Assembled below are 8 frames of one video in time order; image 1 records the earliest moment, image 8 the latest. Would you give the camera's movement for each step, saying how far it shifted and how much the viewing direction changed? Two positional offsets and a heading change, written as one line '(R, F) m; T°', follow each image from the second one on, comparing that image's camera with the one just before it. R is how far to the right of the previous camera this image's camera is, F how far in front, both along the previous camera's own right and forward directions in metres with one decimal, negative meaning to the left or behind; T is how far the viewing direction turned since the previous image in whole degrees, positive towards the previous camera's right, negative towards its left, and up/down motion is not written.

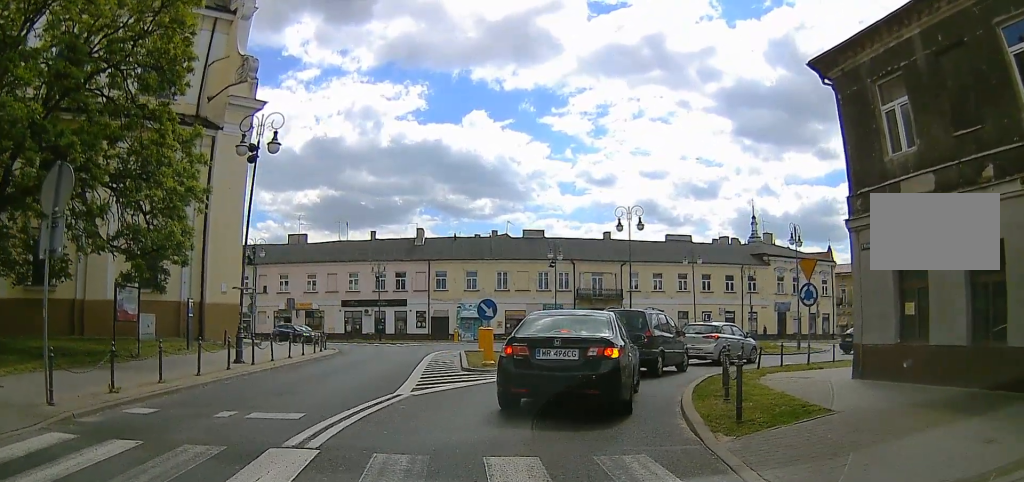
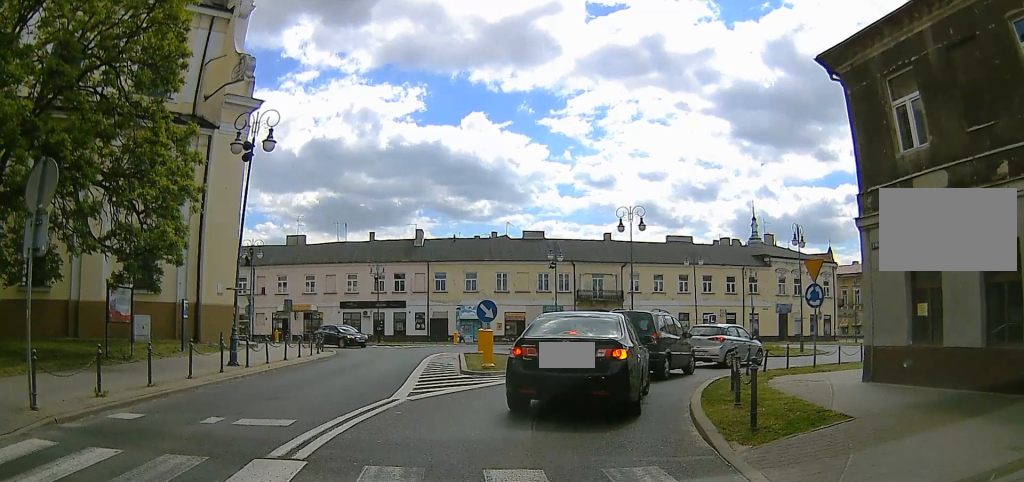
(+0.4, +0.6) m; 0°
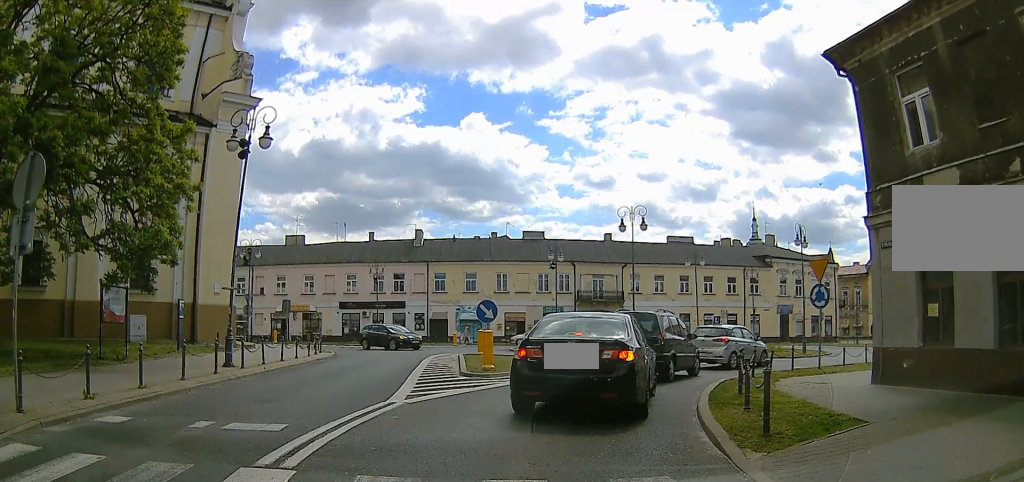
(+0.2, +0.4) m; 0°
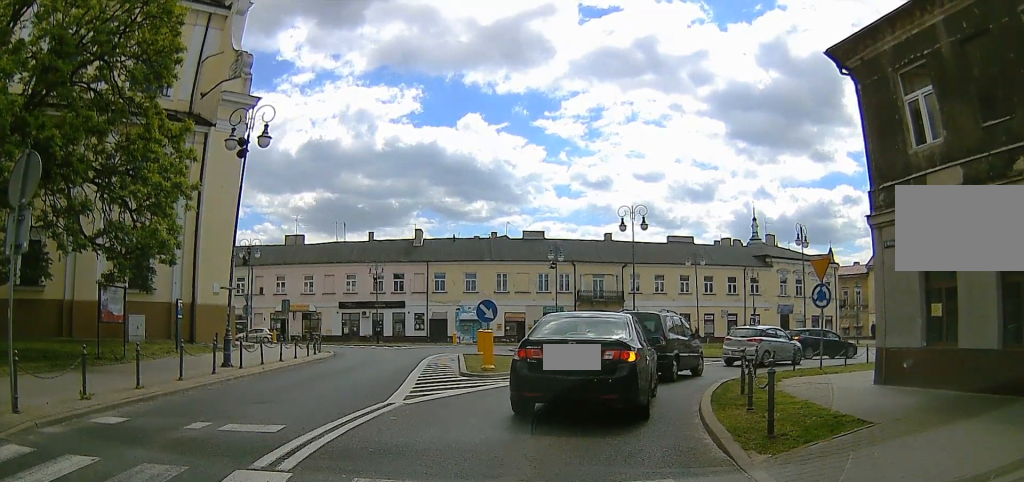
(+0.3, +0.4) m; 0°
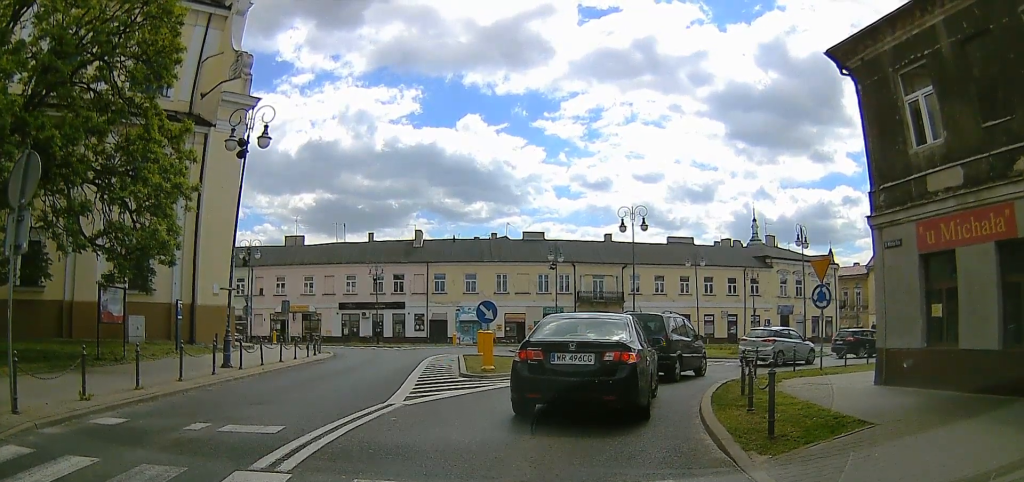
(+0.1, +0.1) m; 0°
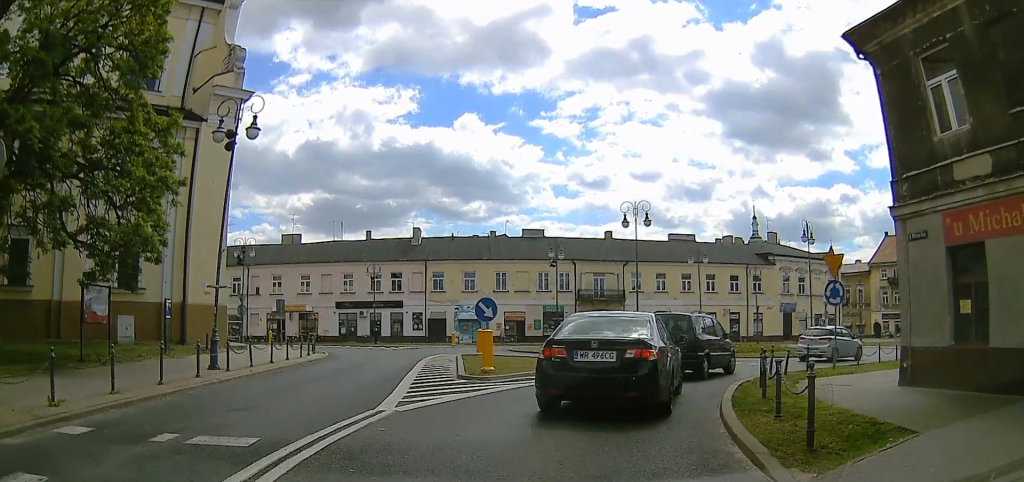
(+0.4, +0.6) m; 0°
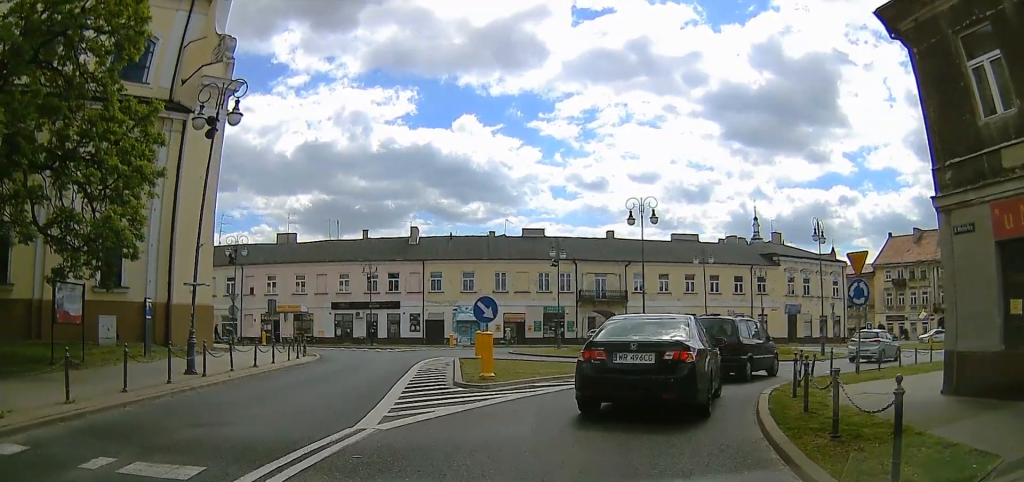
(+0.3, +0.8) m; +4°
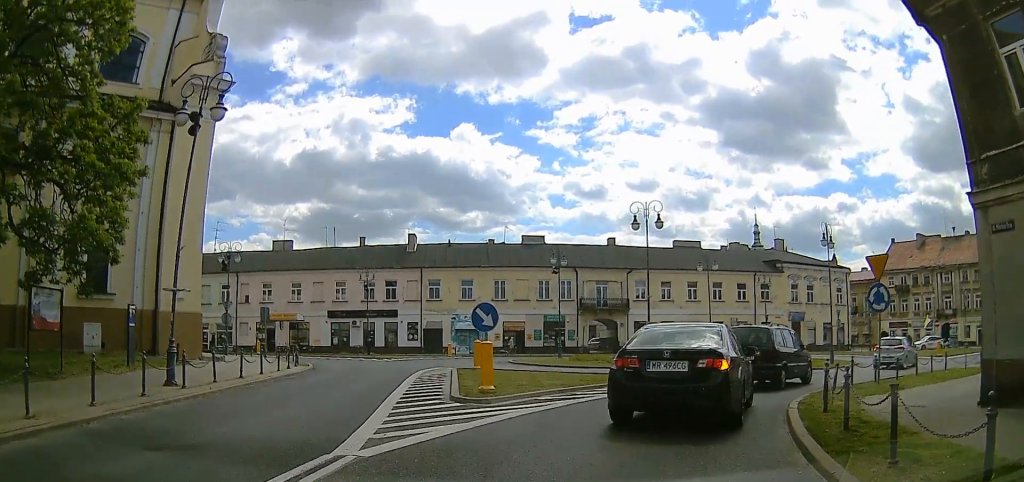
(+0.1, +0.7) m; +5°
